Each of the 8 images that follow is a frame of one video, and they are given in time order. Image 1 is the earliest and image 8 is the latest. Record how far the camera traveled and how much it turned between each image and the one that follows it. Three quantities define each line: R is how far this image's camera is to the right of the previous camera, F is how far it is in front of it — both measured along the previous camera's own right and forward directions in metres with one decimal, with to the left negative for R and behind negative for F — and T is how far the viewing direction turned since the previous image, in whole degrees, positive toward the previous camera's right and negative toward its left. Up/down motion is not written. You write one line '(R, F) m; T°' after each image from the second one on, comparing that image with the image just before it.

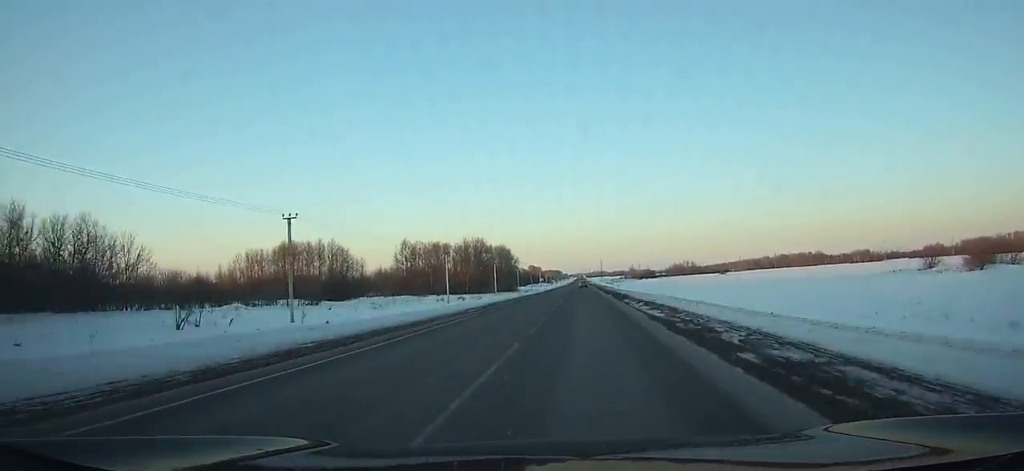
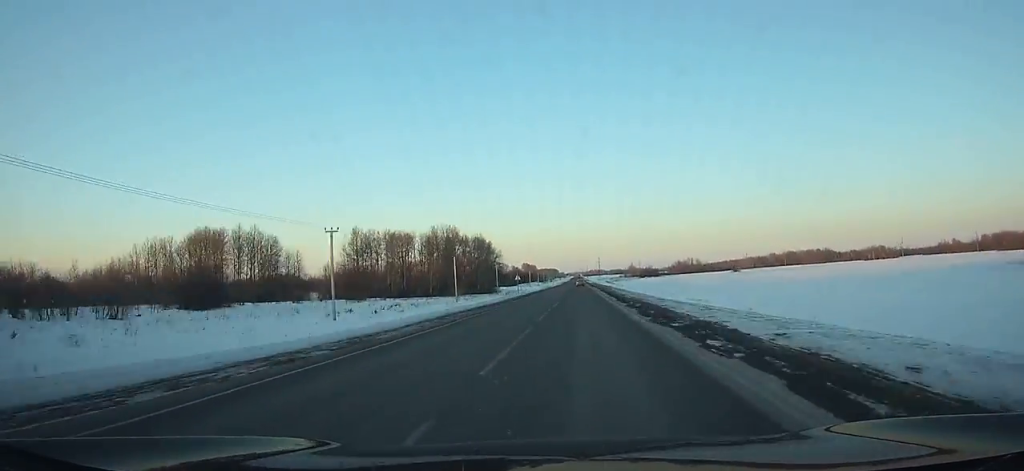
(0.0, +42.9) m; 0°
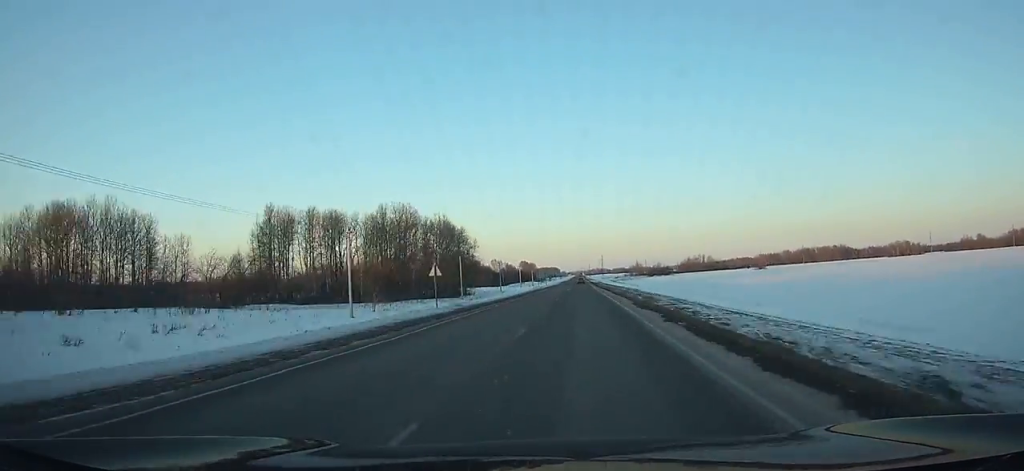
(-0.1, +48.7) m; 0°
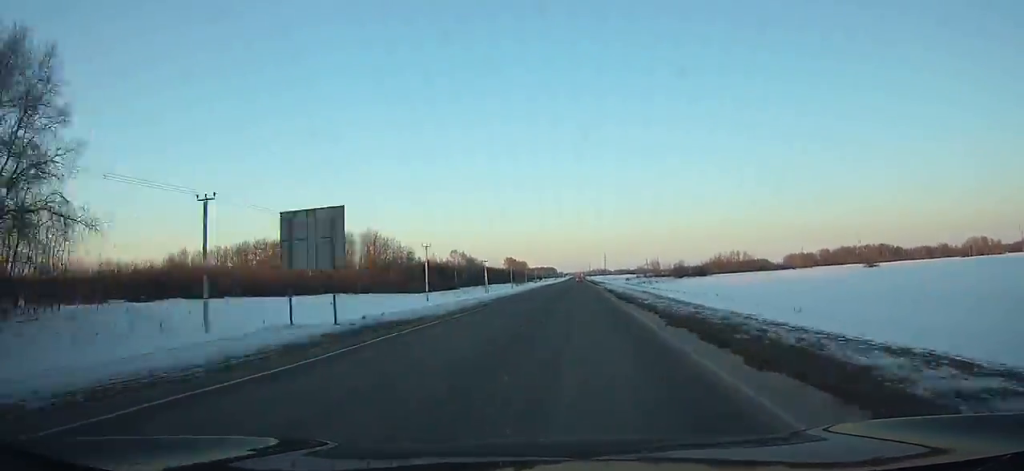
(+0.2, +128.6) m; 0°
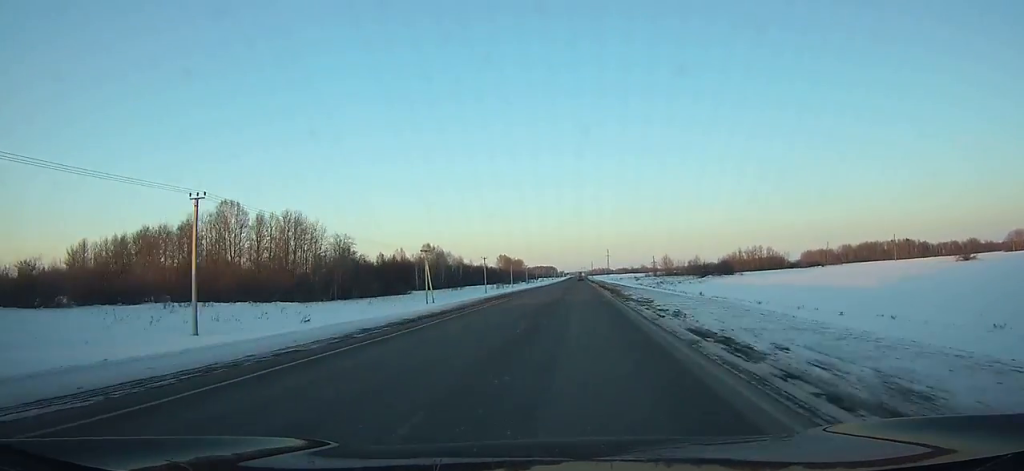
(+0.2, +52.4) m; 0°
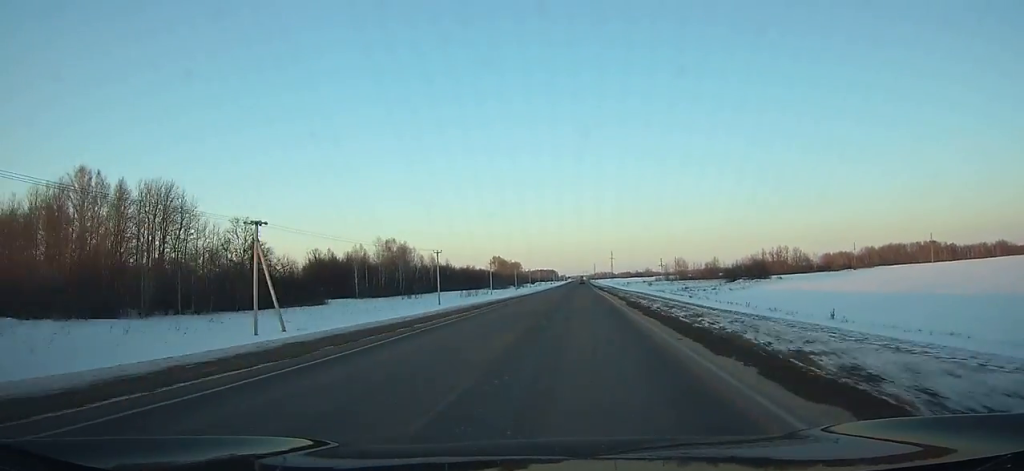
(-0.2, +47.0) m; 0°
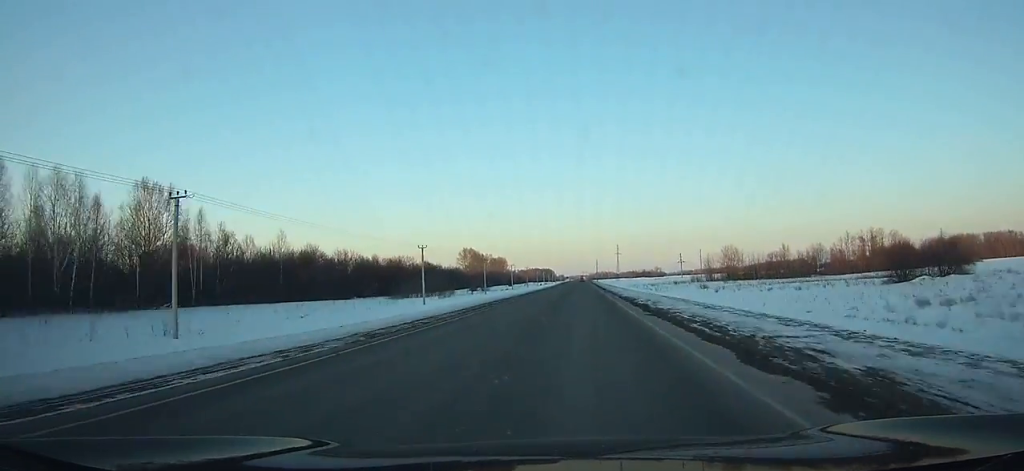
(-0.4, +113.3) m; 0°
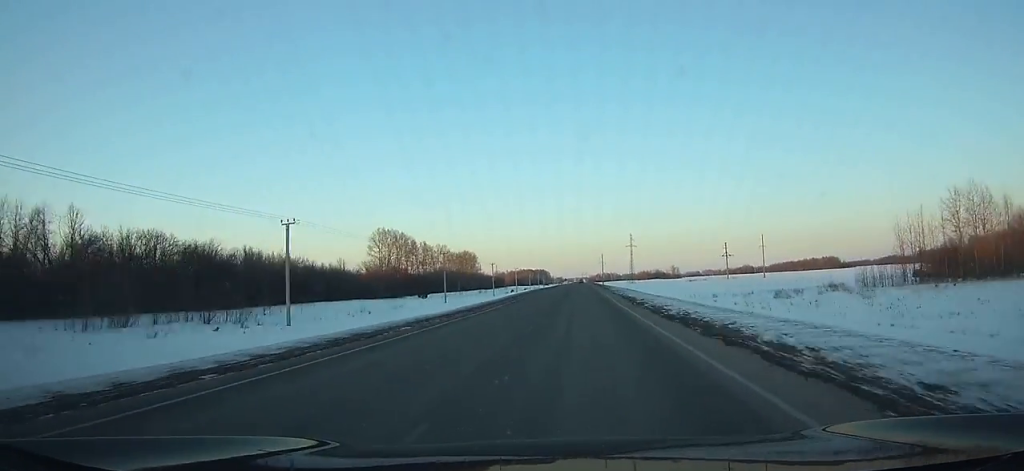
(+0.6, +143.0) m; 0°
